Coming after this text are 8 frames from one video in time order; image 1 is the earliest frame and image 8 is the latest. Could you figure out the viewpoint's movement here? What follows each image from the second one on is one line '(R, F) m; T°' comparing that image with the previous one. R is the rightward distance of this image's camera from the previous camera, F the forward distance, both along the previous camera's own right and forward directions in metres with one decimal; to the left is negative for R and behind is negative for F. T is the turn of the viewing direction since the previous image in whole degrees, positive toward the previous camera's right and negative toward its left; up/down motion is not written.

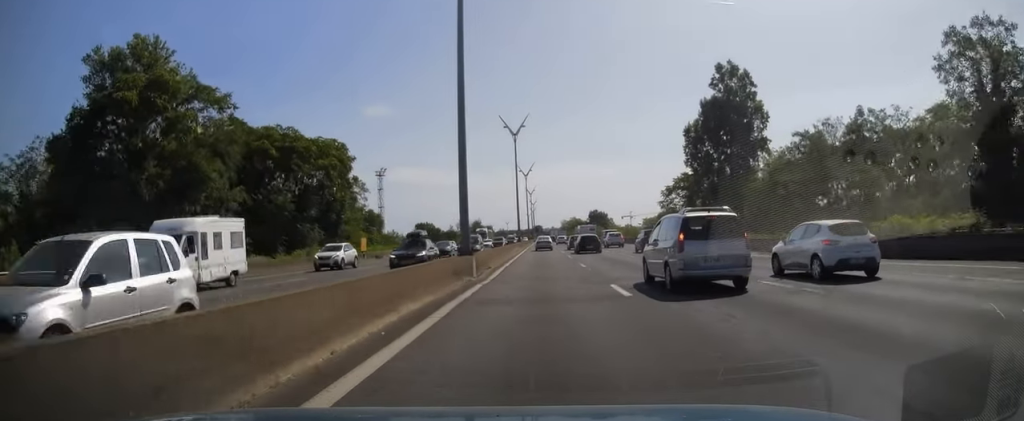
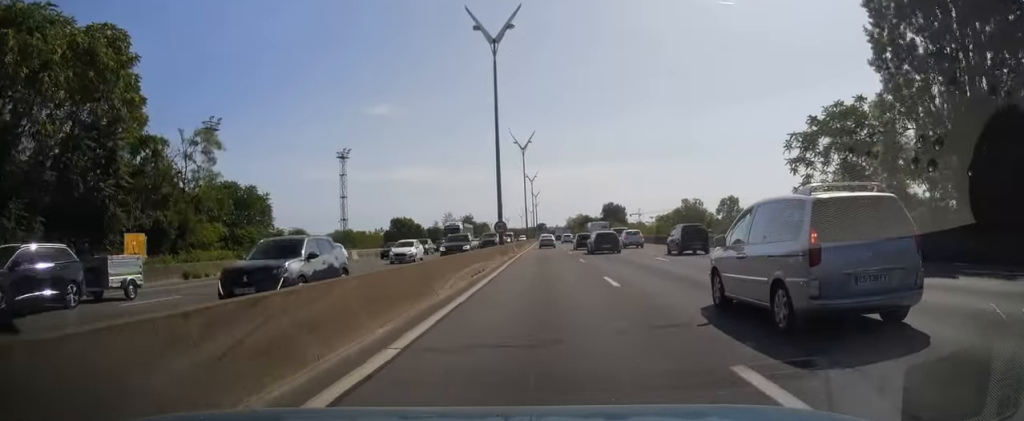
(+0.2, +36.8) m; 0°
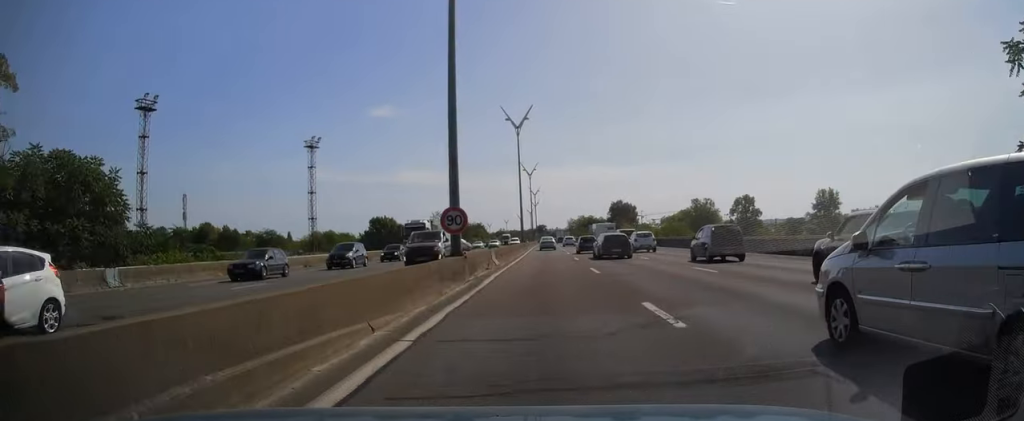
(-0.2, +19.8) m; -1°
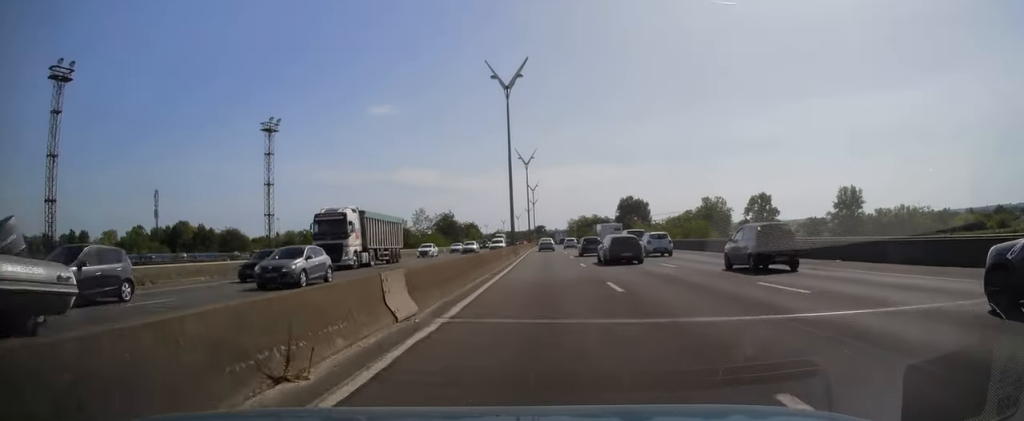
(0.0, +19.5) m; 0°
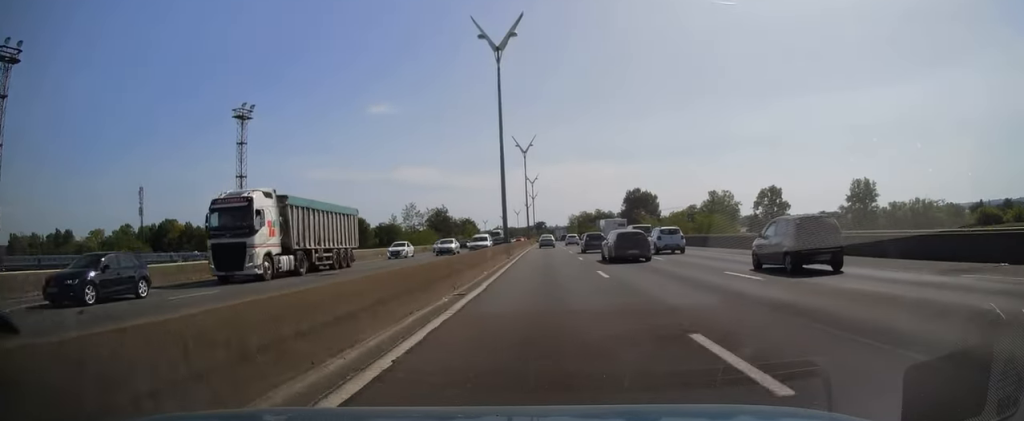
(0.0, +10.1) m; 0°
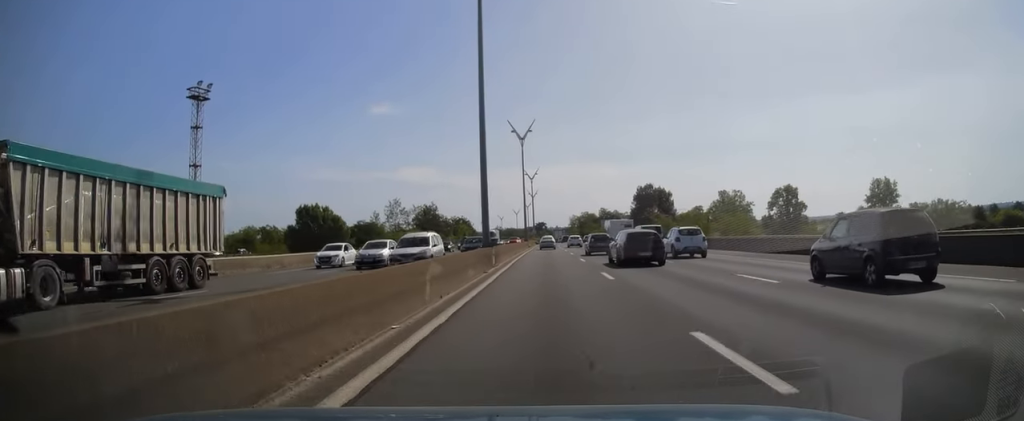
(-0.1, +13.8) m; +1°
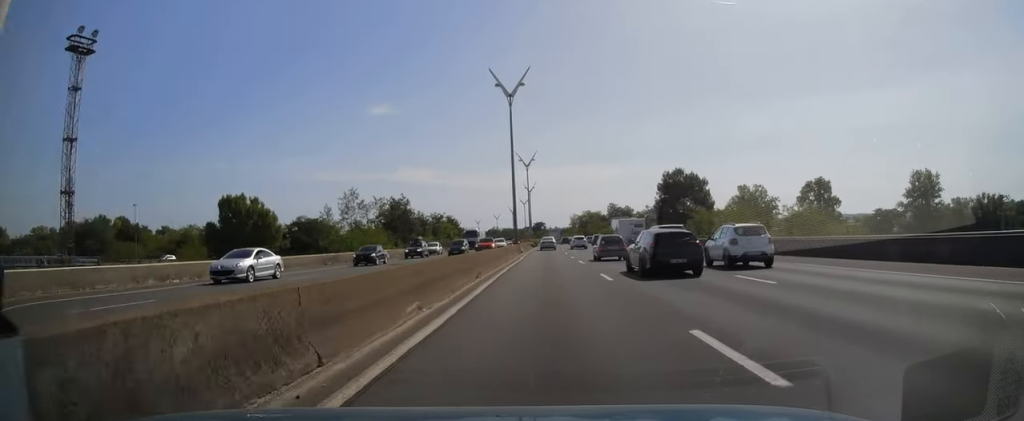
(+0.4, +25.3) m; 0°
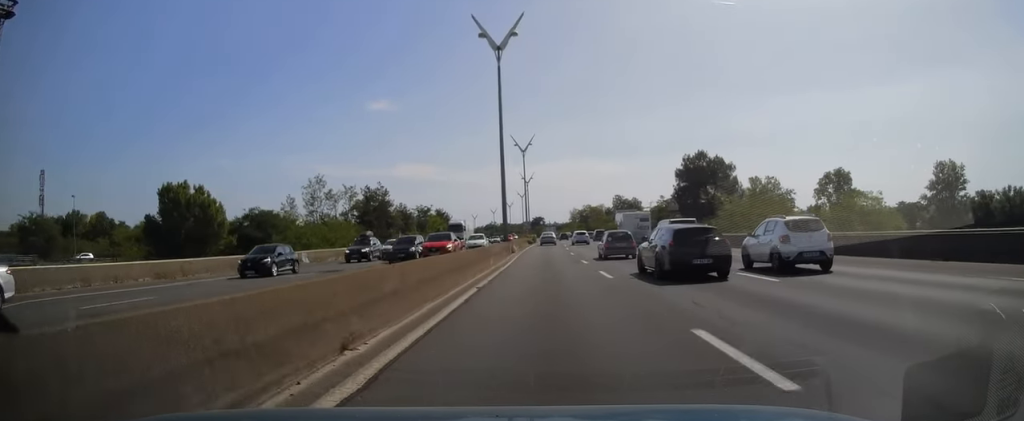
(-0.2, +13.1) m; -1°
